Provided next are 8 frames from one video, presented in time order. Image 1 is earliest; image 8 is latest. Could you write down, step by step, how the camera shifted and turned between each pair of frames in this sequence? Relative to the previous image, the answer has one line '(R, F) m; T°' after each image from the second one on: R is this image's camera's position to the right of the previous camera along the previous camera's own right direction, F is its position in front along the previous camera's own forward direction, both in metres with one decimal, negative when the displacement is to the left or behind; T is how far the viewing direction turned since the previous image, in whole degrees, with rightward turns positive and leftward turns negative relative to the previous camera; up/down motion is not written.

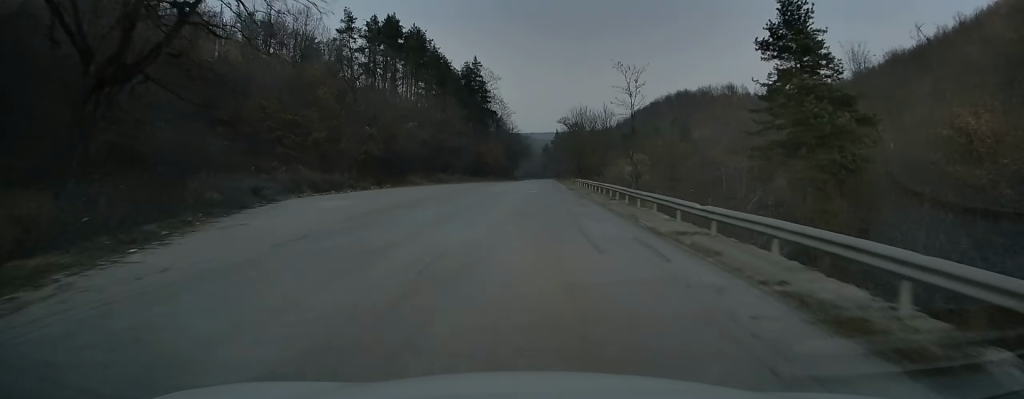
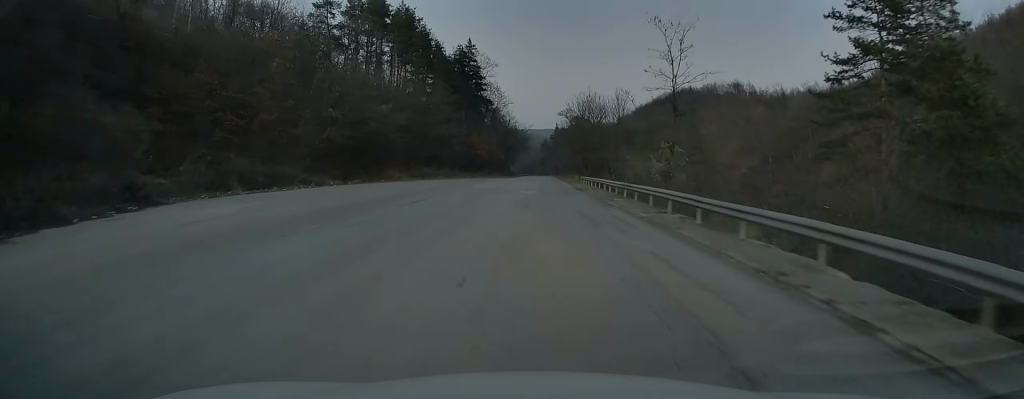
(0.0, +12.6) m; +1°
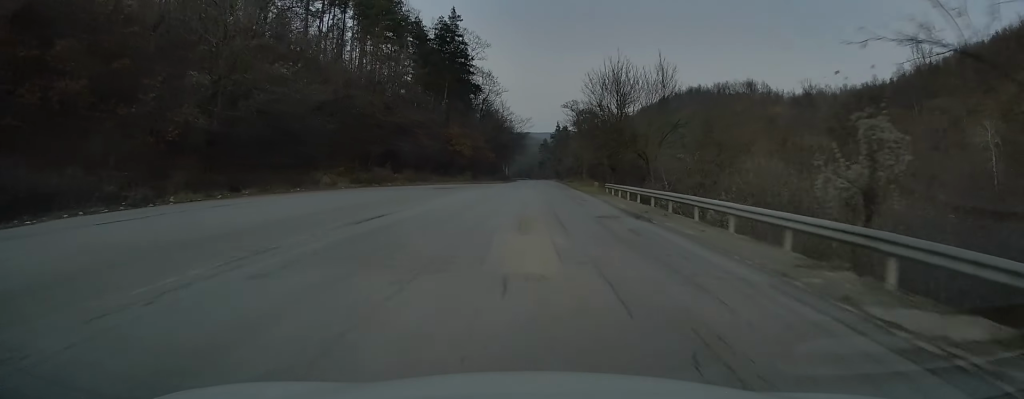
(+0.3, +23.8) m; +1°
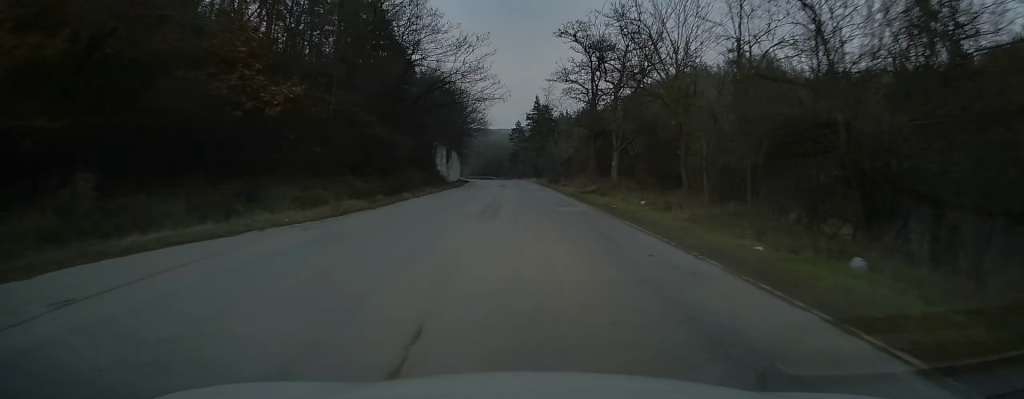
(+1.0, +61.0) m; +1°
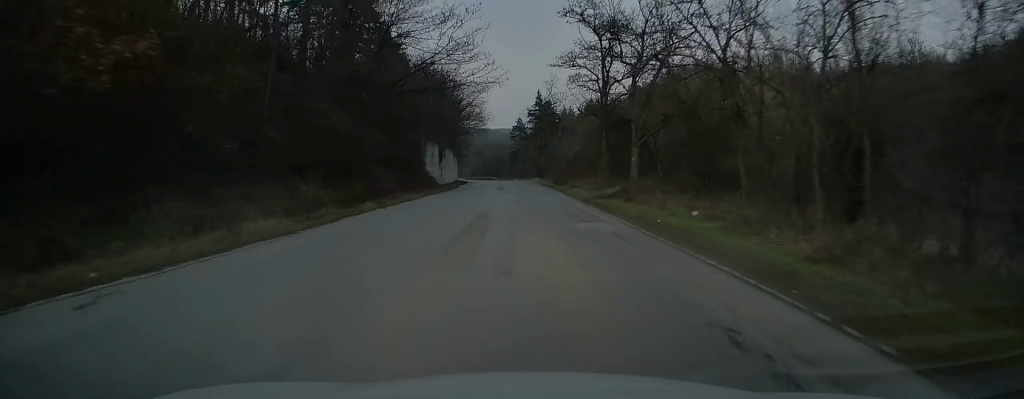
(-0.2, +7.7) m; -1°
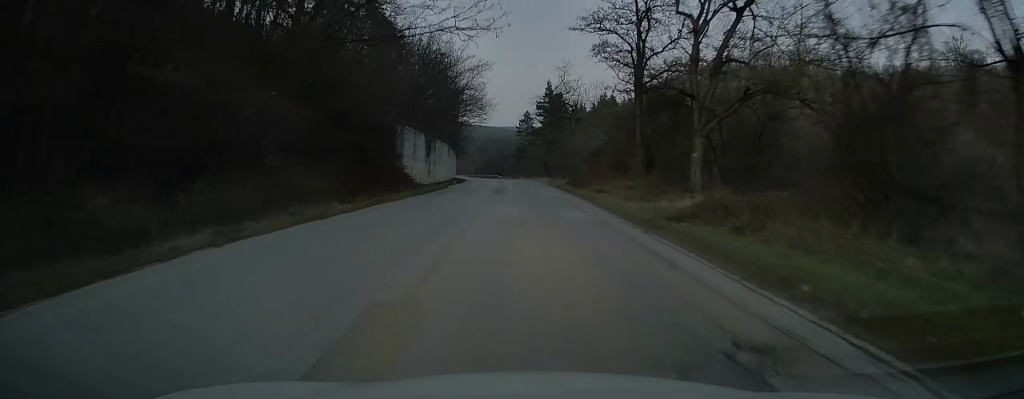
(-0.2, +12.8) m; -1°
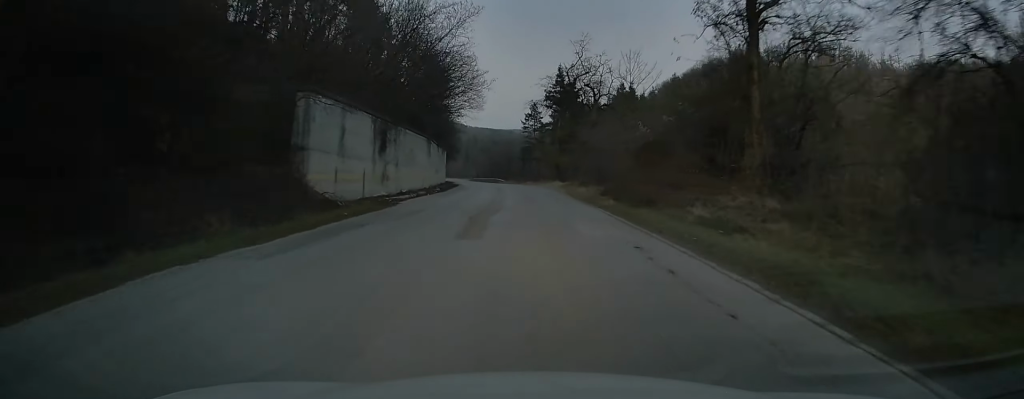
(-0.2, +19.9) m; 0°
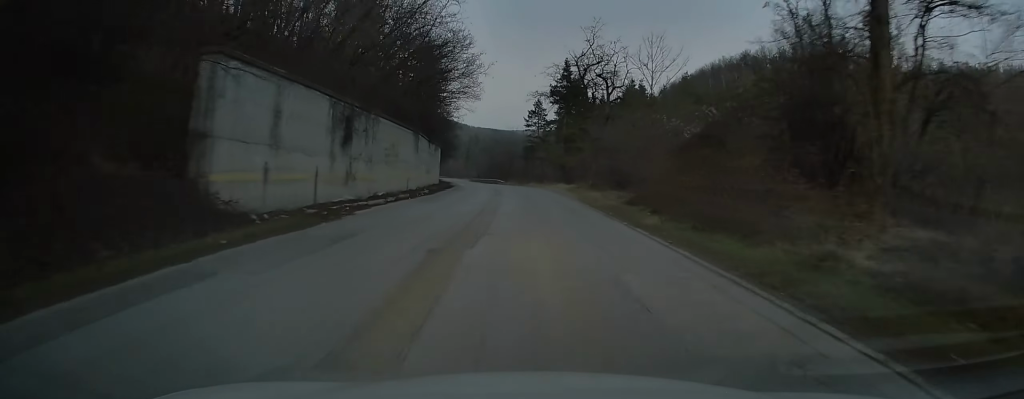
(0.0, +7.7) m; 0°
